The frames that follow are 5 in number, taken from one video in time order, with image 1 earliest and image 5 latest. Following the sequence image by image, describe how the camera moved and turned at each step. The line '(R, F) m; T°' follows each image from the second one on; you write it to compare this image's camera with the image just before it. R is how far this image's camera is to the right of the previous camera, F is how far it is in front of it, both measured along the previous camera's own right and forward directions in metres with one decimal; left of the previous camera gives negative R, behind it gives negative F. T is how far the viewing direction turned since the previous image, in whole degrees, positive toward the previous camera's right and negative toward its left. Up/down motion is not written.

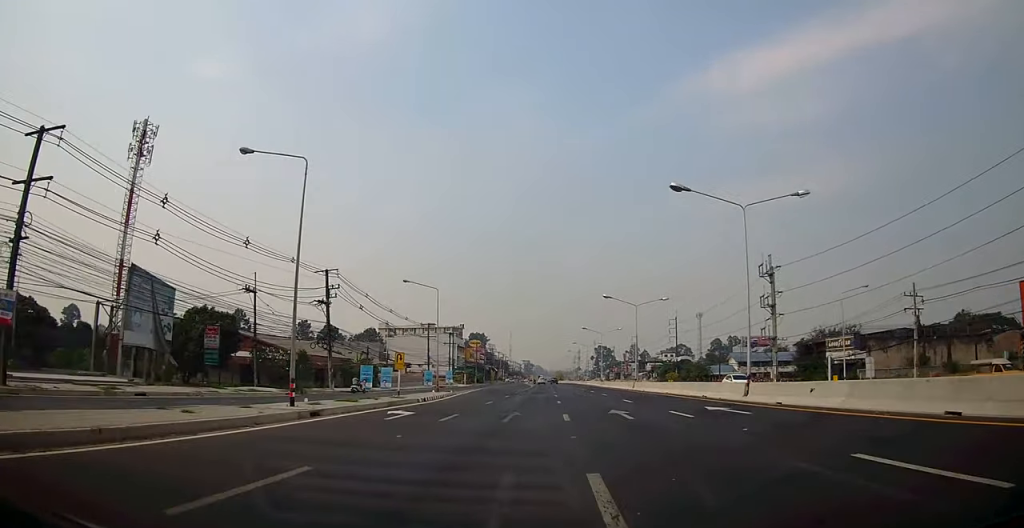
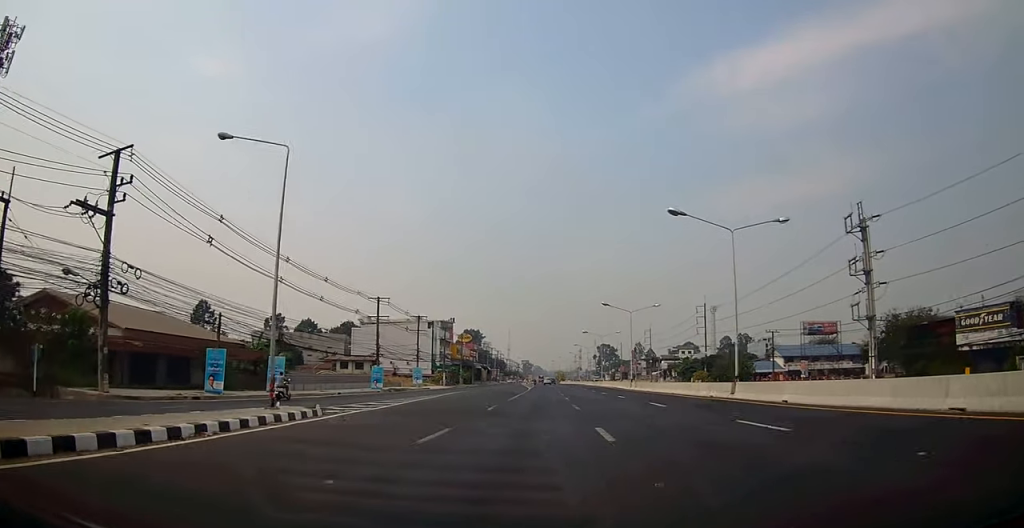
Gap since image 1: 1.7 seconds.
(+1.7, +26.9) m; +4°
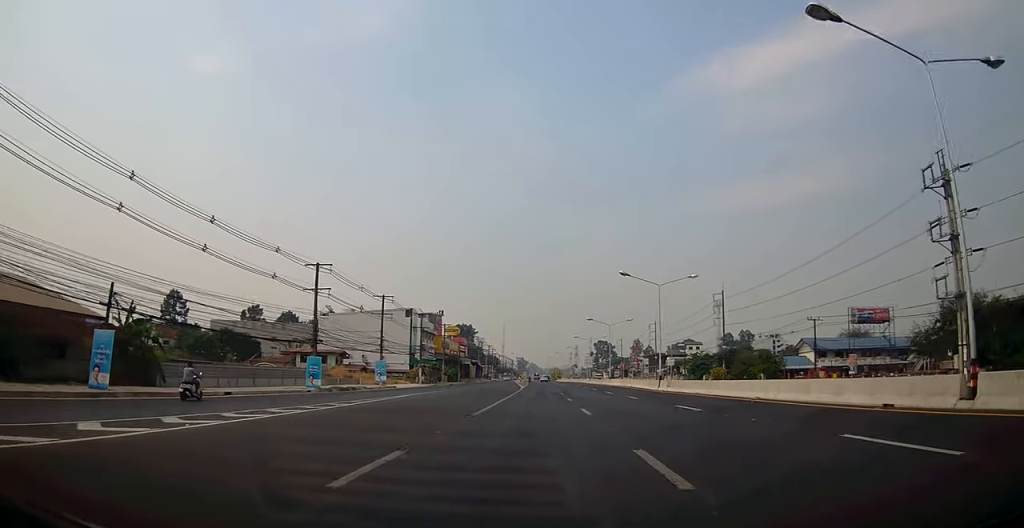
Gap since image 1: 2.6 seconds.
(-0.1, +16.0) m; 0°
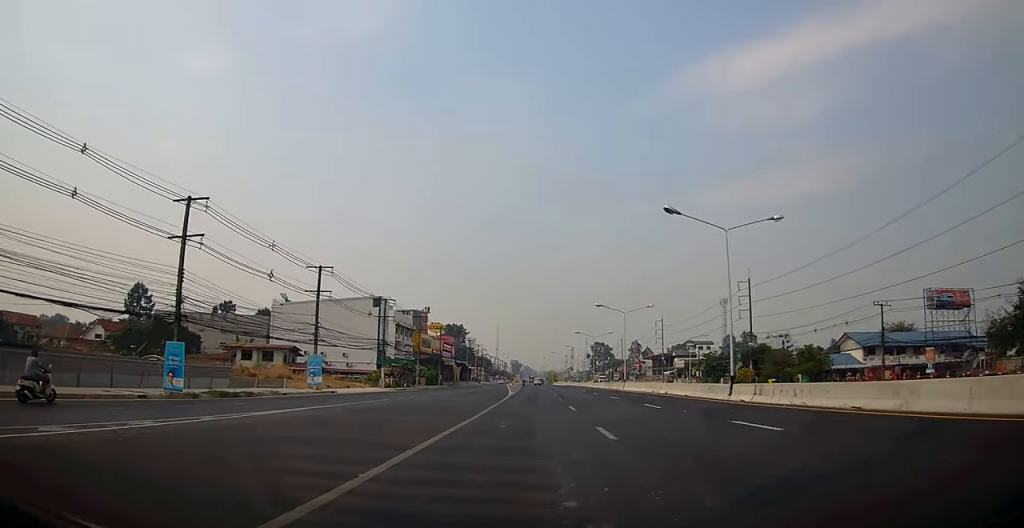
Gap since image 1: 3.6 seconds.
(0.0, +17.5) m; 0°
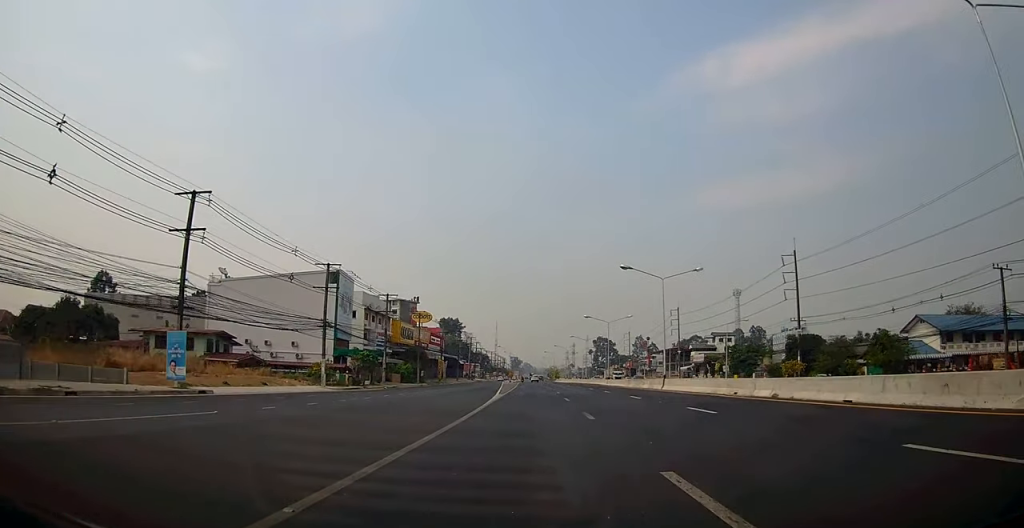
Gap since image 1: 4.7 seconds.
(0.0, +18.5) m; 0°
